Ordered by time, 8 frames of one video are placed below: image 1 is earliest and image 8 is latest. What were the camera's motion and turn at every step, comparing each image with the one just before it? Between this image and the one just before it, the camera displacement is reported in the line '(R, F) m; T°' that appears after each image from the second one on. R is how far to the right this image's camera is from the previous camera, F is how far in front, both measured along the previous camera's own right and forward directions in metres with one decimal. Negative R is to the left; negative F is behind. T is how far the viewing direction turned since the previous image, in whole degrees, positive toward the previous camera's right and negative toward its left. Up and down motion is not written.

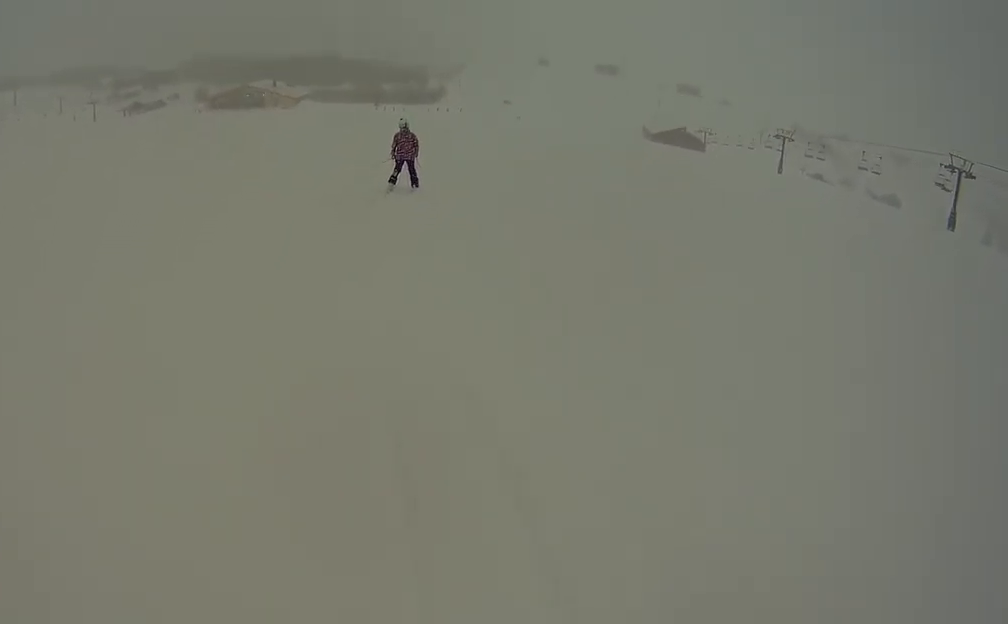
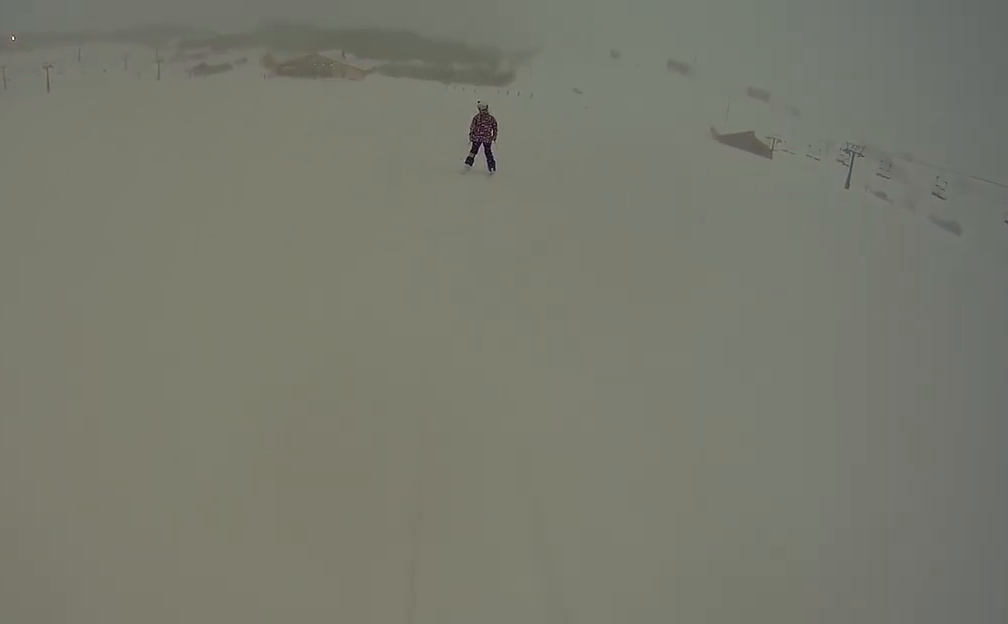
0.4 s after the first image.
(0.0, +2.3) m; 0°
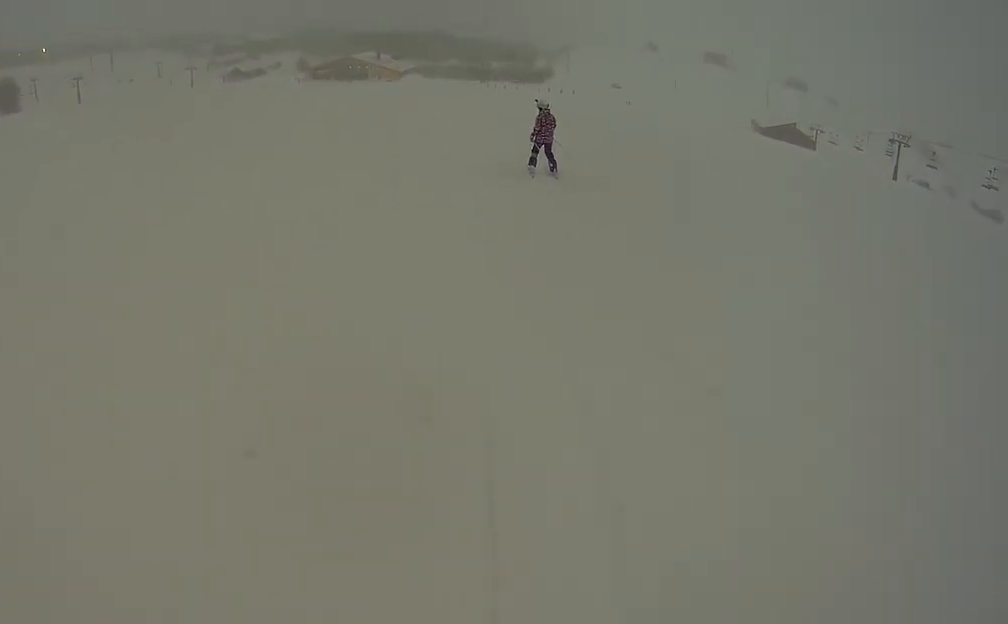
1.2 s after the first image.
(0.0, +3.6) m; 0°
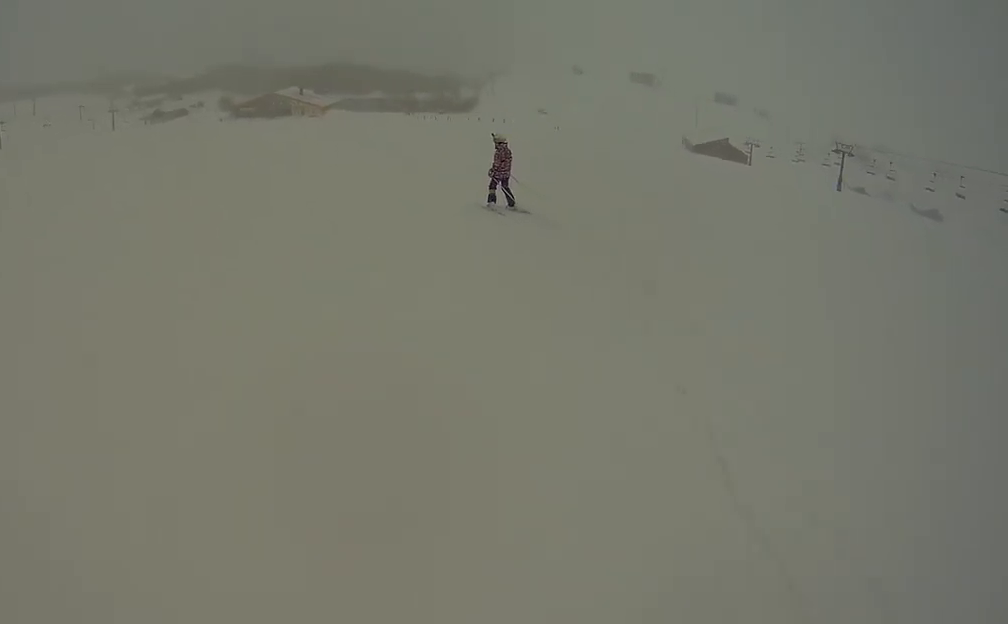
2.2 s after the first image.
(0.0, +5.2) m; 0°
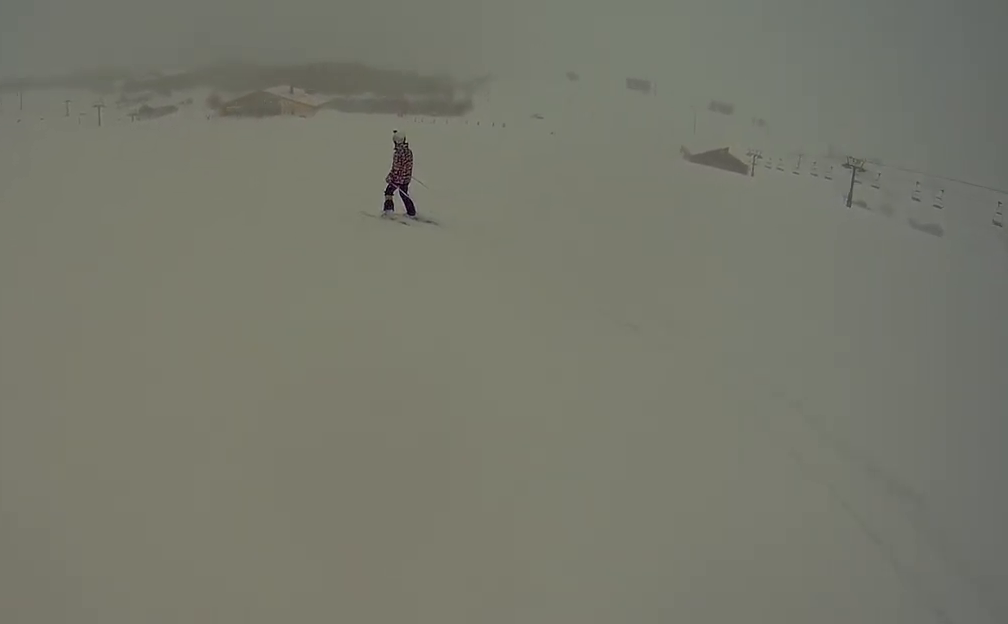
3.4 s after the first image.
(0.0, +6.0) m; 0°
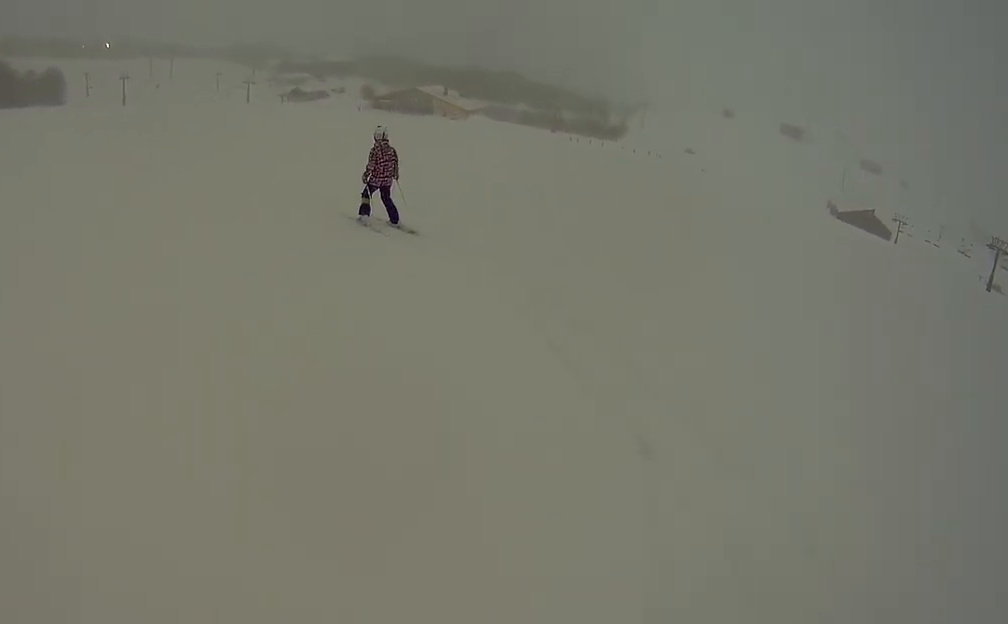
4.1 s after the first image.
(0.0, +4.0) m; 0°
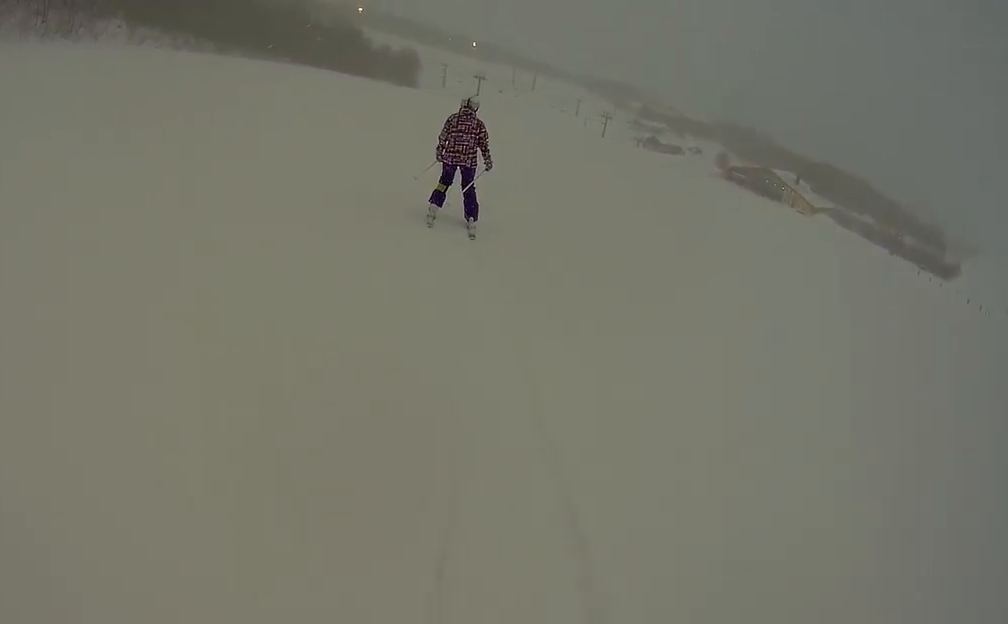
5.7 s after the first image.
(-0.2, +7.7) m; -10°
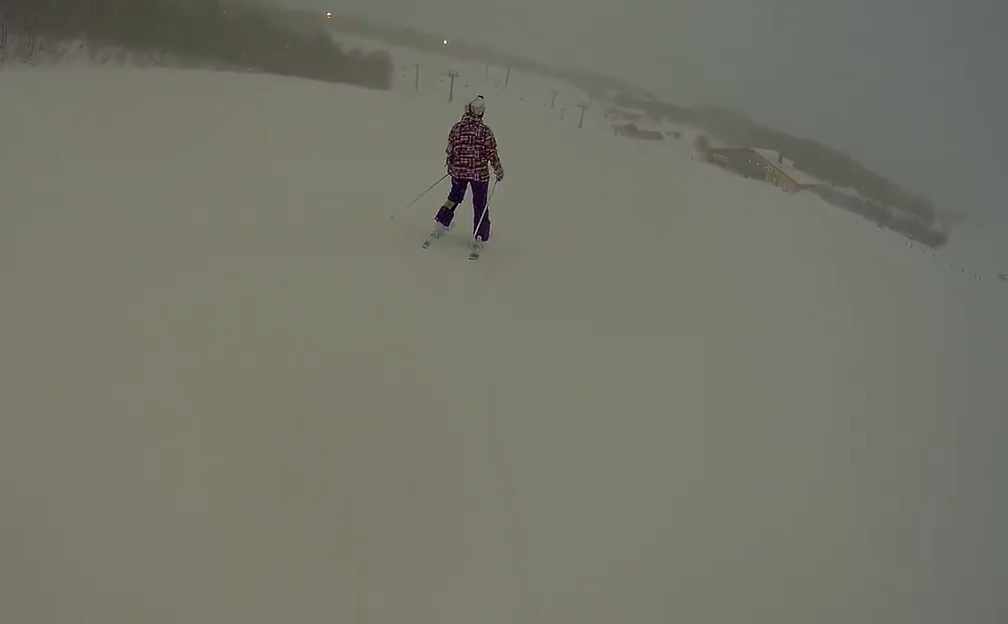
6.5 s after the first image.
(-0.3, +3.8) m; -15°
